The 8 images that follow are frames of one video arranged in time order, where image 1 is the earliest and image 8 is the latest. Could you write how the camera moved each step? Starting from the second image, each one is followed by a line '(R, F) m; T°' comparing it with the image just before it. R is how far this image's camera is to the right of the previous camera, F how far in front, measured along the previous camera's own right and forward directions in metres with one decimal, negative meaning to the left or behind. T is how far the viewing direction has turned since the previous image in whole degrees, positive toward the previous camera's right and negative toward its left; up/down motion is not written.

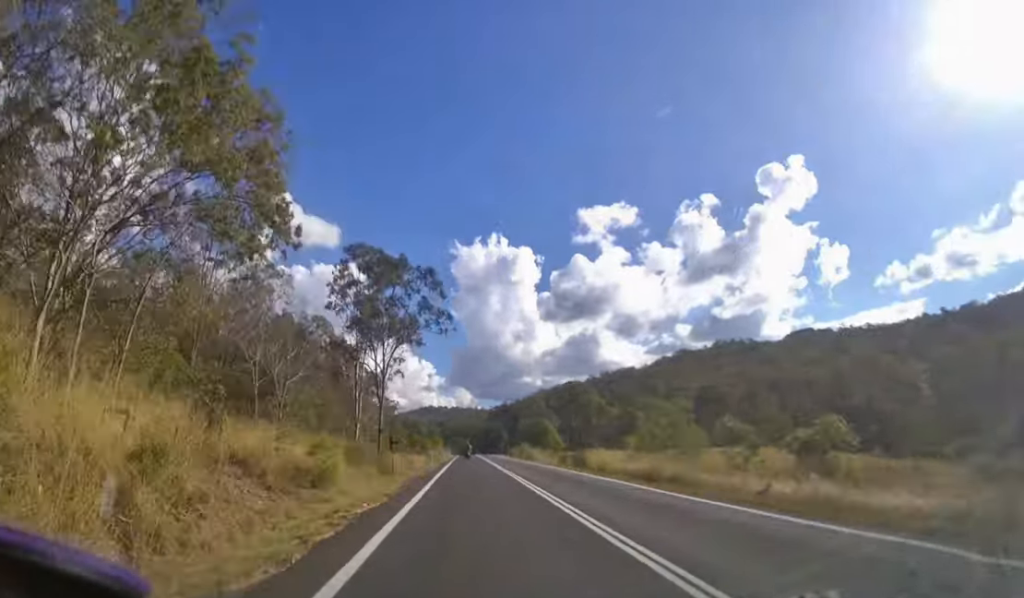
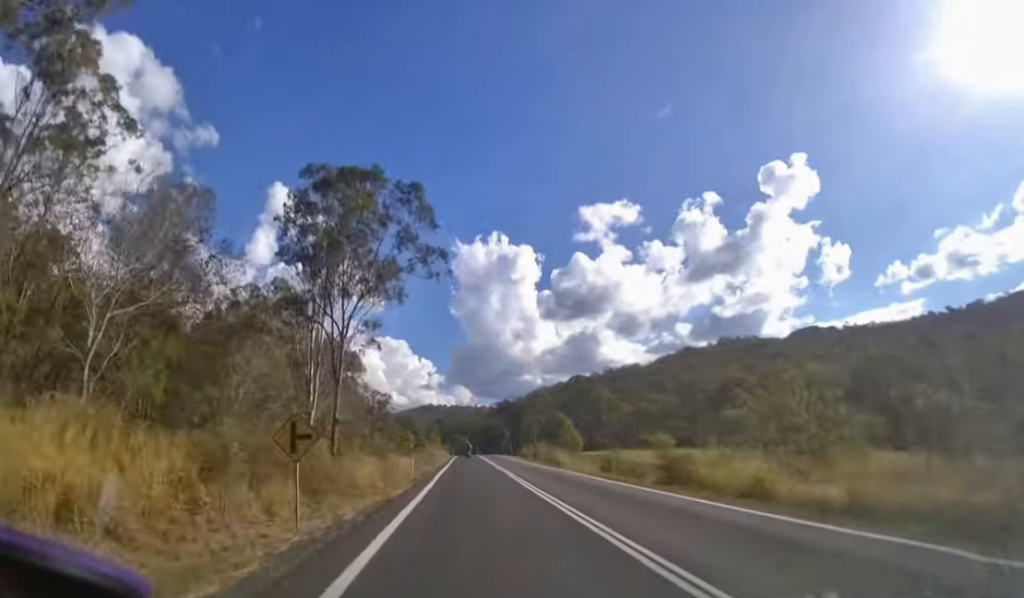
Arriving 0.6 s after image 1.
(0.0, +14.5) m; 0°
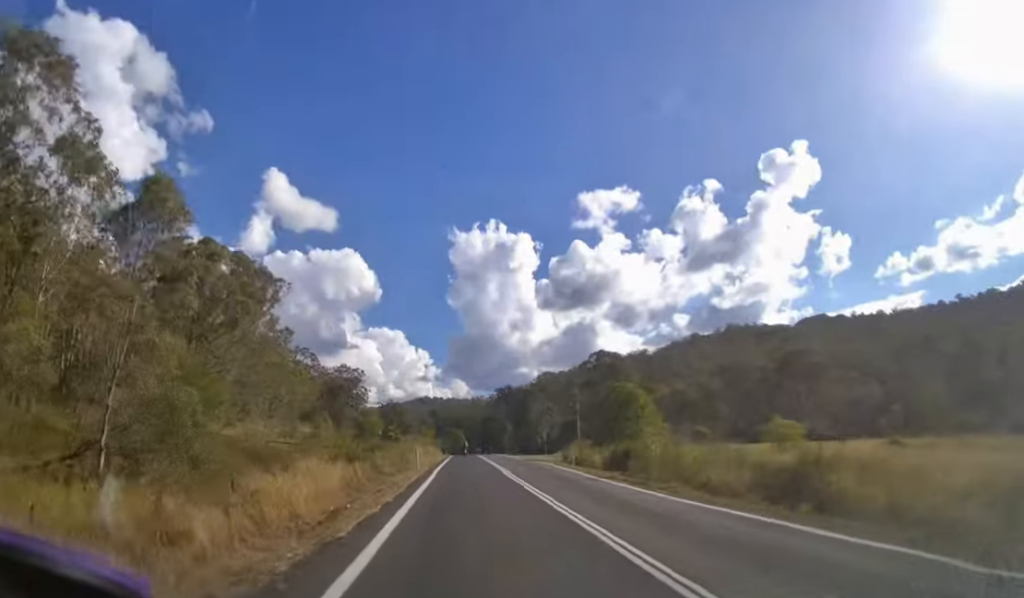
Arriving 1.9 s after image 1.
(-0.3, +36.1) m; -1°
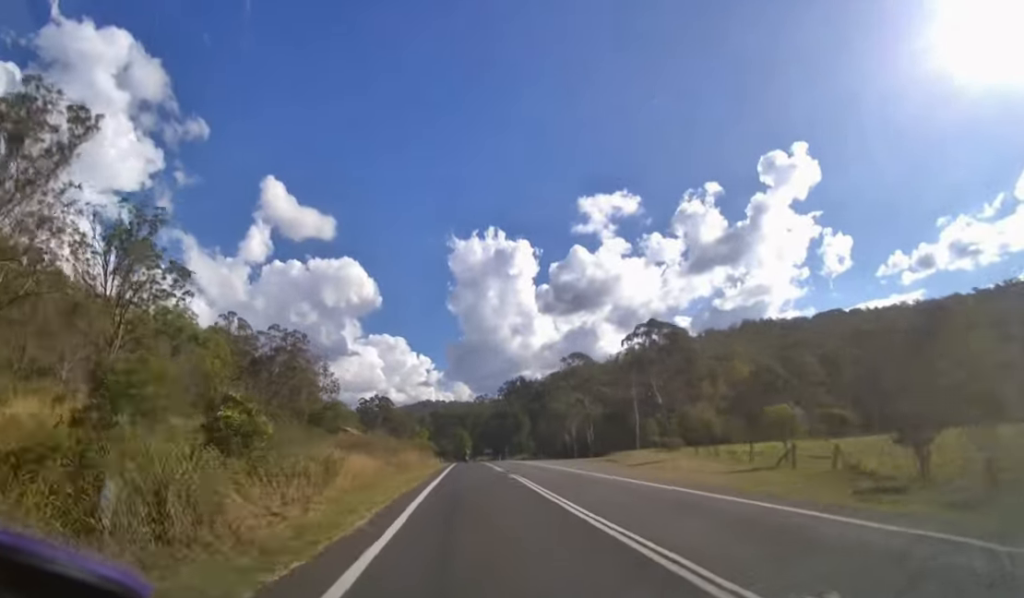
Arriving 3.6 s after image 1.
(-0.1, +36.5) m; 0°
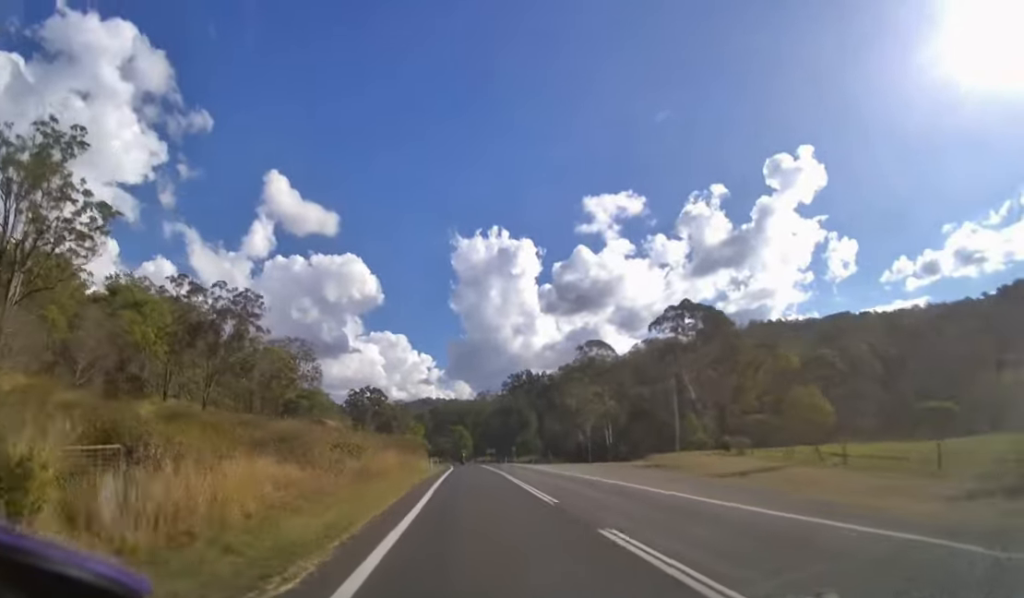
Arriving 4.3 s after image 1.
(0.0, +13.1) m; 0°
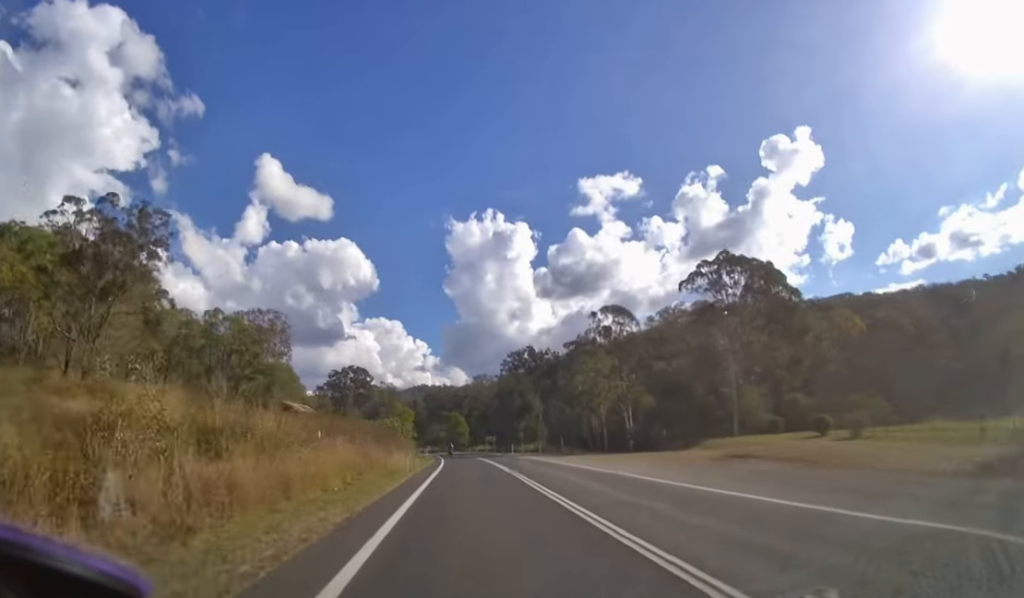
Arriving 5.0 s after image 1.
(0.0, +13.2) m; 0°
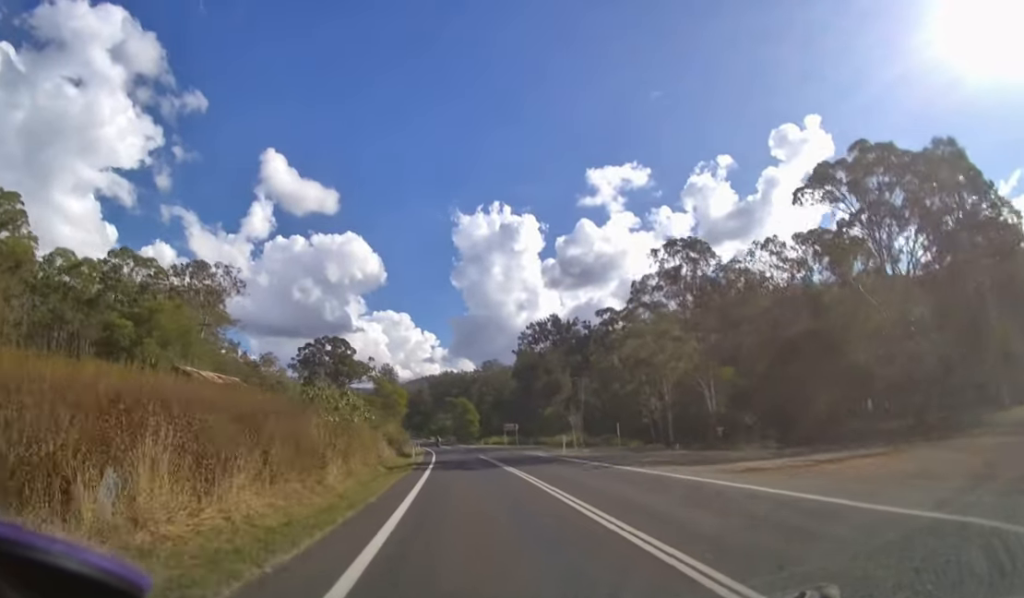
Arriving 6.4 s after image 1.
(0.0, +24.8) m; 0°
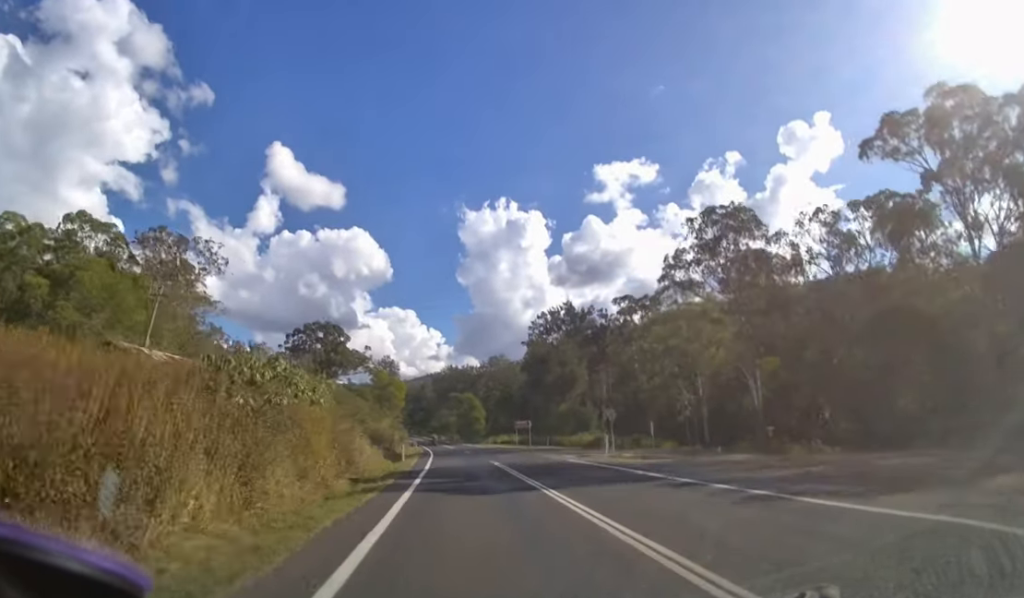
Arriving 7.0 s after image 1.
(0.0, +8.7) m; 0°
